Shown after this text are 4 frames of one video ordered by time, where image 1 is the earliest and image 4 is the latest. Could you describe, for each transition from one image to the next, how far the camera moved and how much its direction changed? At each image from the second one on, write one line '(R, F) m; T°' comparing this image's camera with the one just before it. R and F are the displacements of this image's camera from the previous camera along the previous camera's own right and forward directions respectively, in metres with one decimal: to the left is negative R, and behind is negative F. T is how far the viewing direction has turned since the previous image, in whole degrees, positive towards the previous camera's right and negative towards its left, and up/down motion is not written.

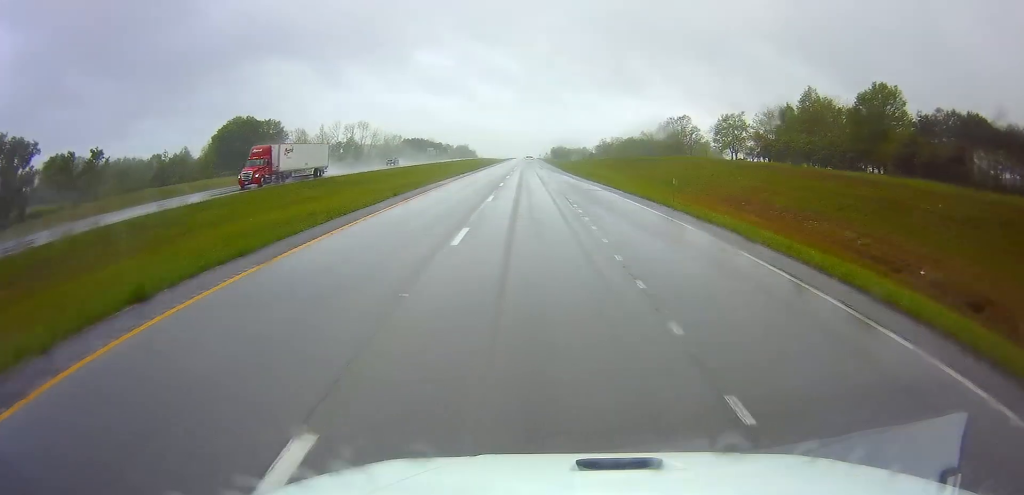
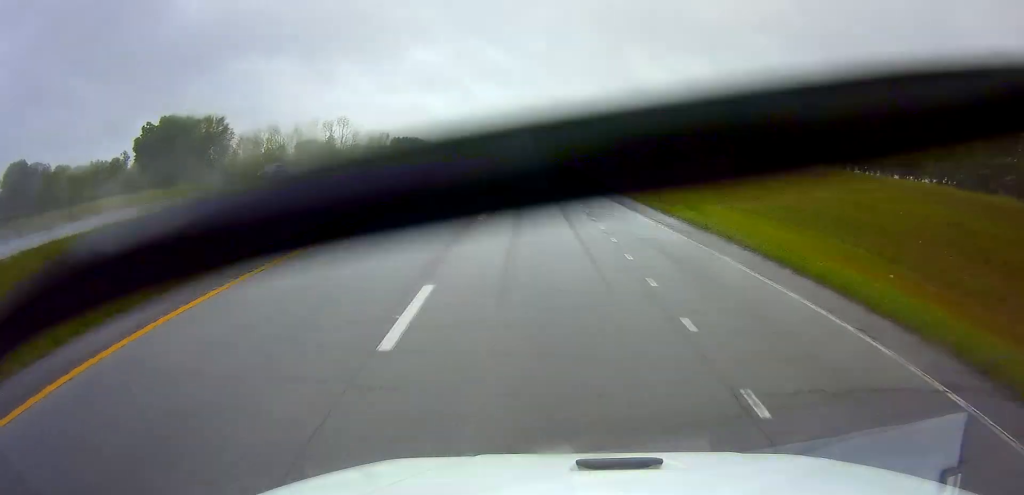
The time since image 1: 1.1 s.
(-0.1, +31.8) m; 0°
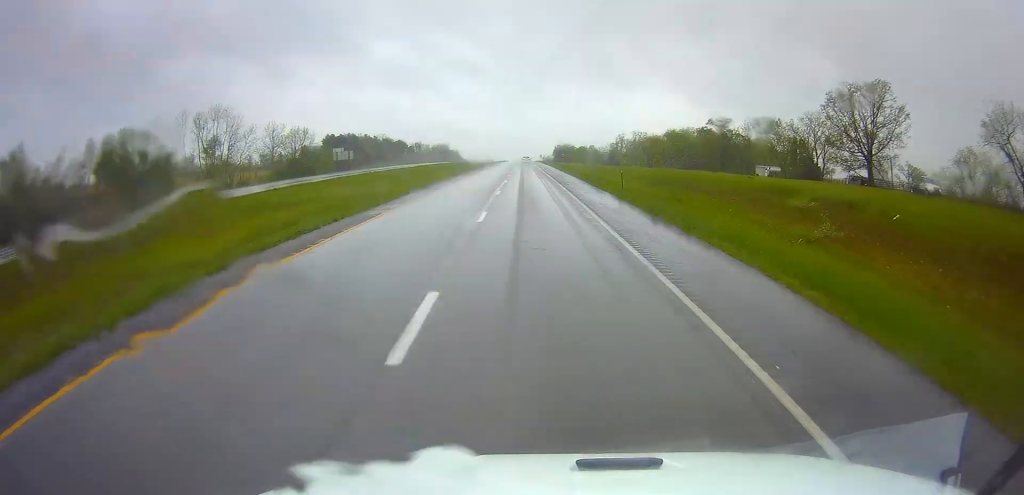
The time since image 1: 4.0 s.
(+0.7, +86.6) m; +2°
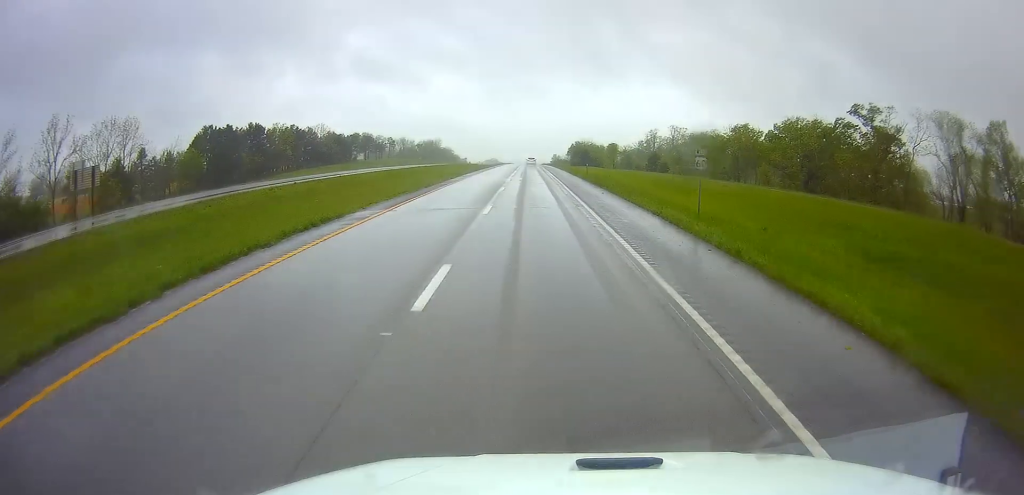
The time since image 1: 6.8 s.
(-0.6, +80.7) m; -1°
